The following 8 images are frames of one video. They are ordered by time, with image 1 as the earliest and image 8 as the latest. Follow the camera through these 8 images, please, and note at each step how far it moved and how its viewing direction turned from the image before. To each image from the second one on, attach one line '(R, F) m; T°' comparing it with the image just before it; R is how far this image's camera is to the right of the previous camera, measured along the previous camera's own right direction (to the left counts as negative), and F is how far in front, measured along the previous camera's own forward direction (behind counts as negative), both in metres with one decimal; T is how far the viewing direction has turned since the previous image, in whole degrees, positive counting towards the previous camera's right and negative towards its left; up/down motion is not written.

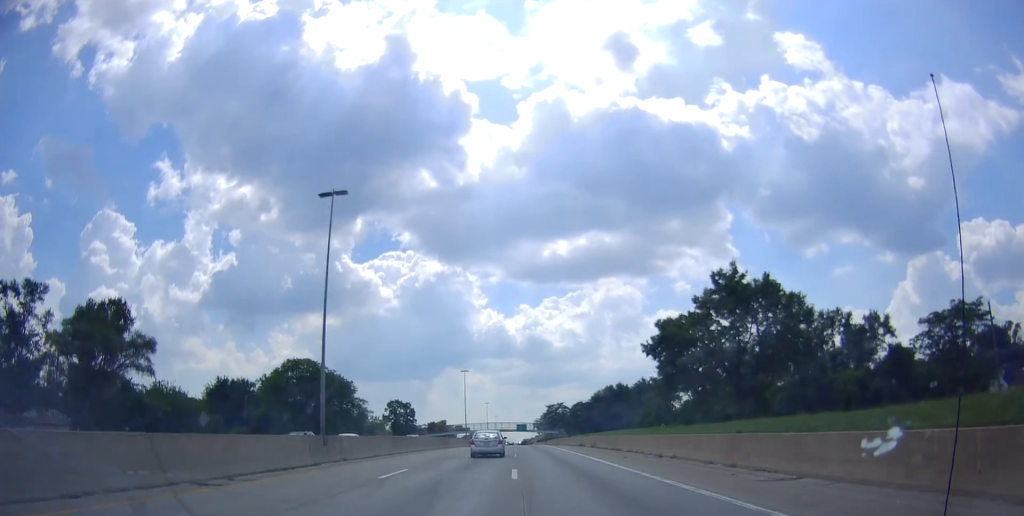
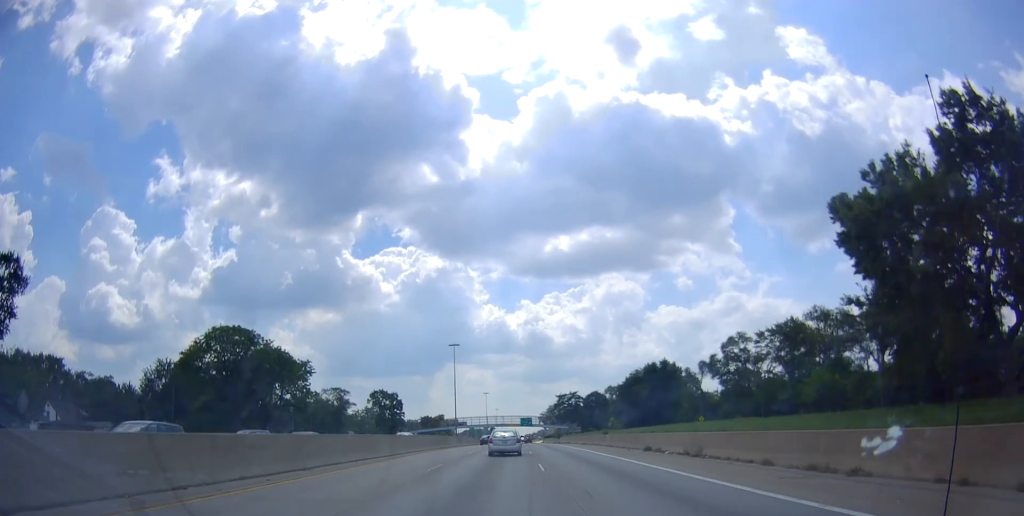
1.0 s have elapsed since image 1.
(+0.1, +28.2) m; -1°
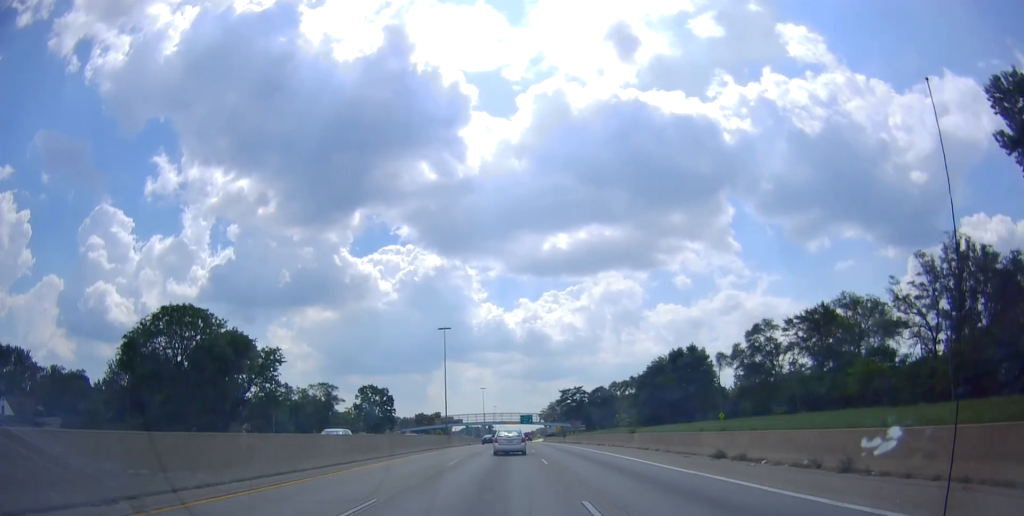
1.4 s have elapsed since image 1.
(-0.3, +12.2) m; 0°
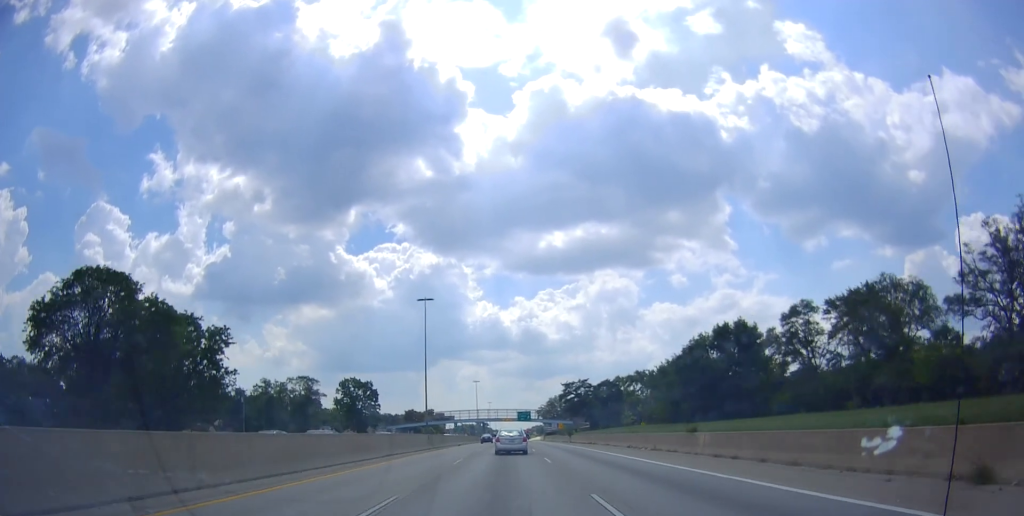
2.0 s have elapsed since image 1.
(-0.1, +15.0) m; 0°
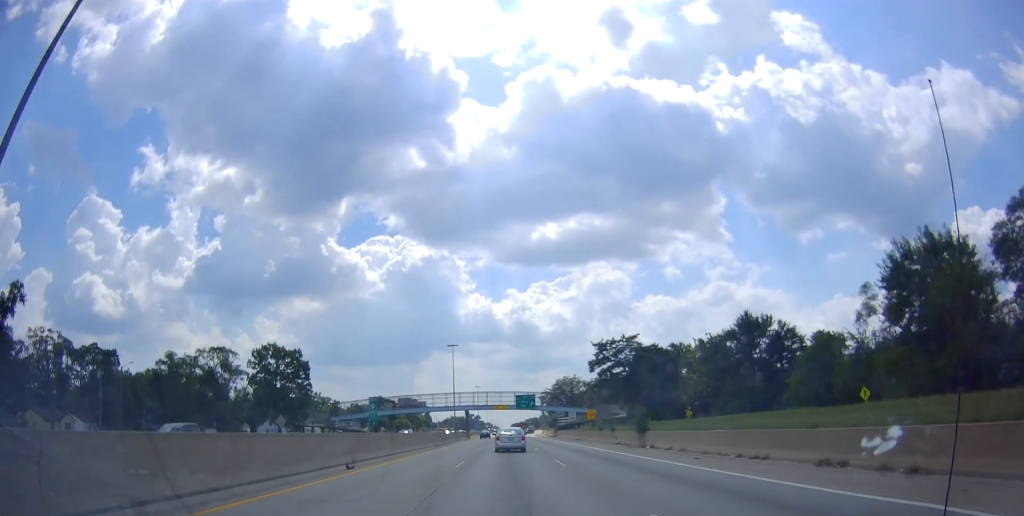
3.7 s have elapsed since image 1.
(+0.5, +49.5) m; +1°
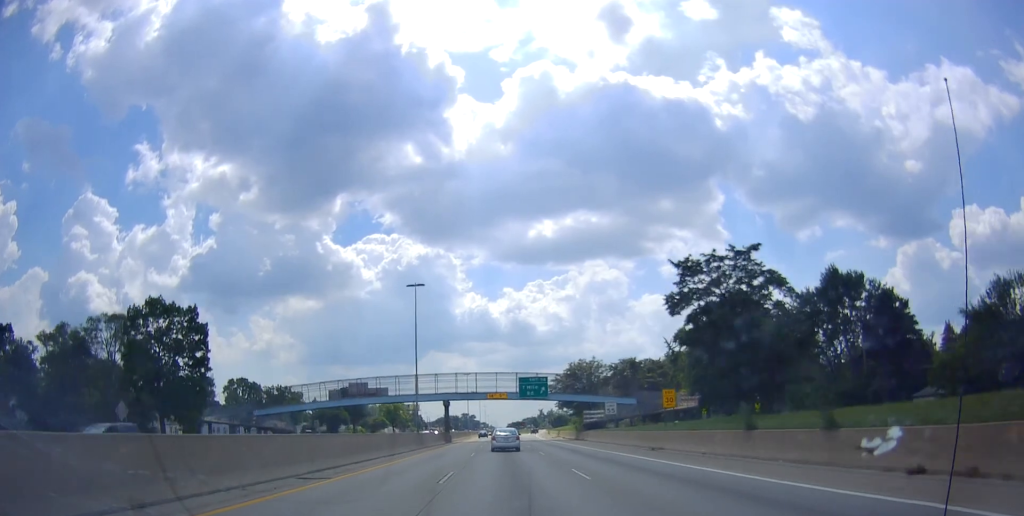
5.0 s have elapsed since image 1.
(+0.3, +36.3) m; 0°
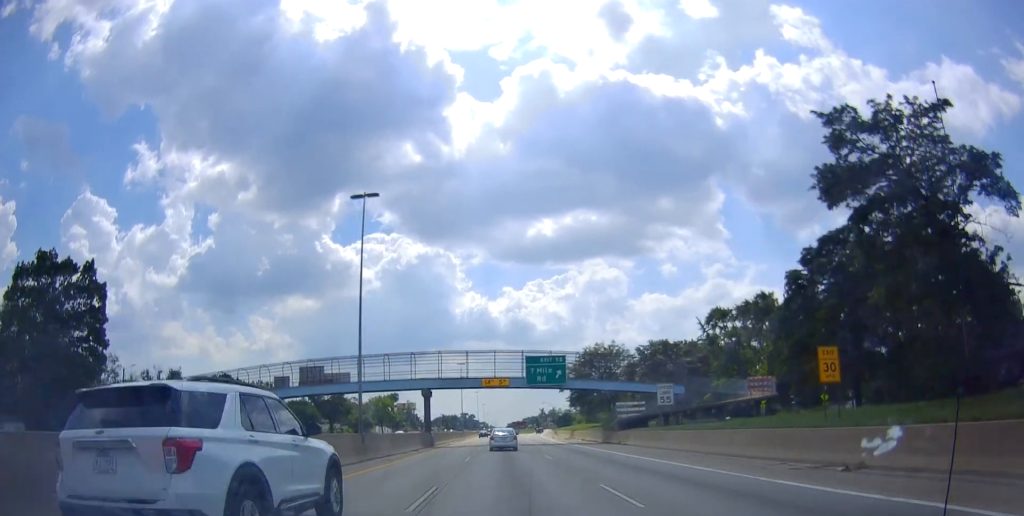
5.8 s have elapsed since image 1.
(-0.3, +20.5) m; +1°
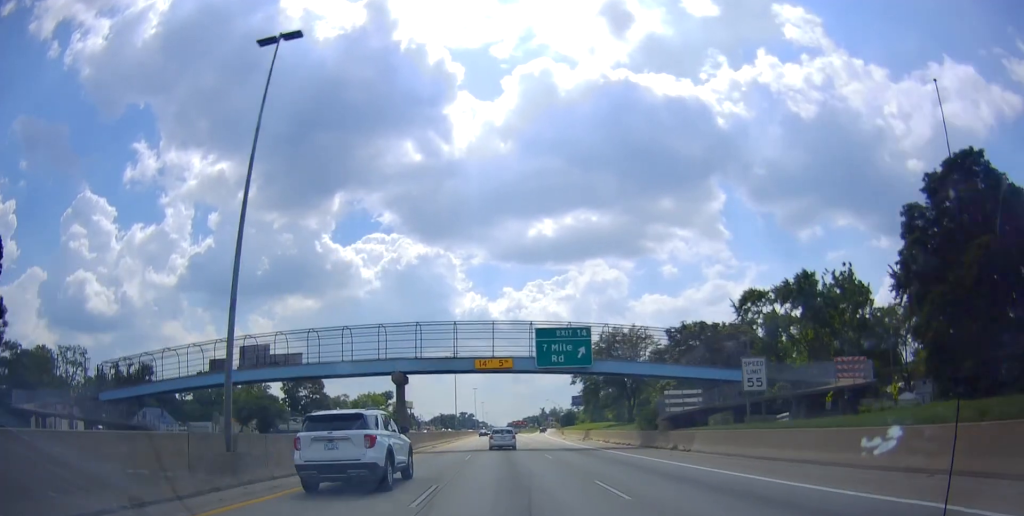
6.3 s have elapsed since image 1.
(+0.4, +14.9) m; 0°
